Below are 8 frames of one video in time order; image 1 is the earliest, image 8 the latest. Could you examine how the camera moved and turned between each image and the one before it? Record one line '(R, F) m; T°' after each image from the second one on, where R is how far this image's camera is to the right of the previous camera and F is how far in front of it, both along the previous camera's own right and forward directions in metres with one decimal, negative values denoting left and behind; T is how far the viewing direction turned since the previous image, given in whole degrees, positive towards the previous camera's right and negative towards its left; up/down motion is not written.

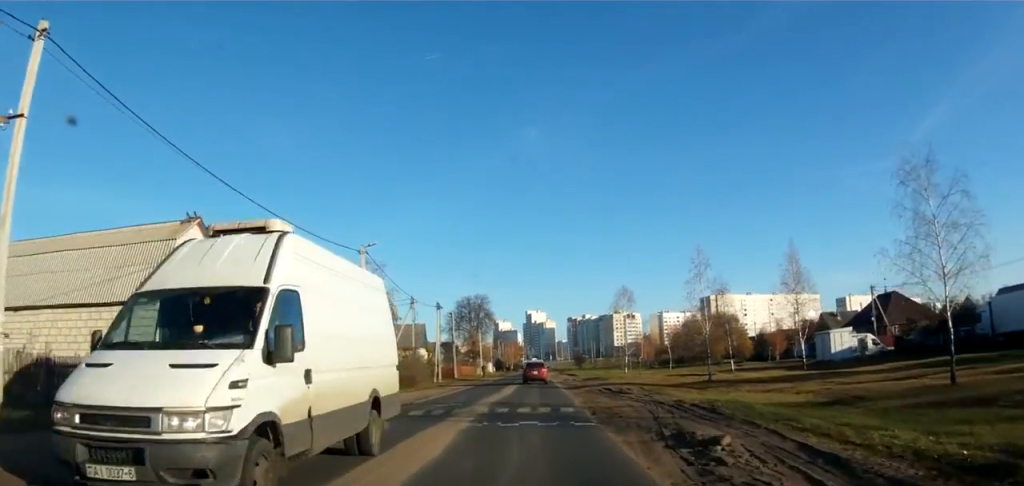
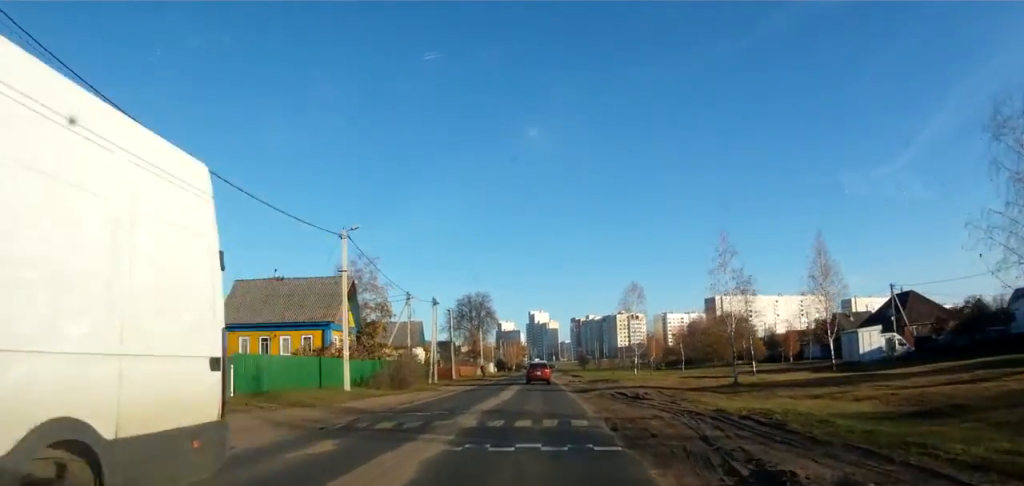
(0.0, +3.8) m; -1°
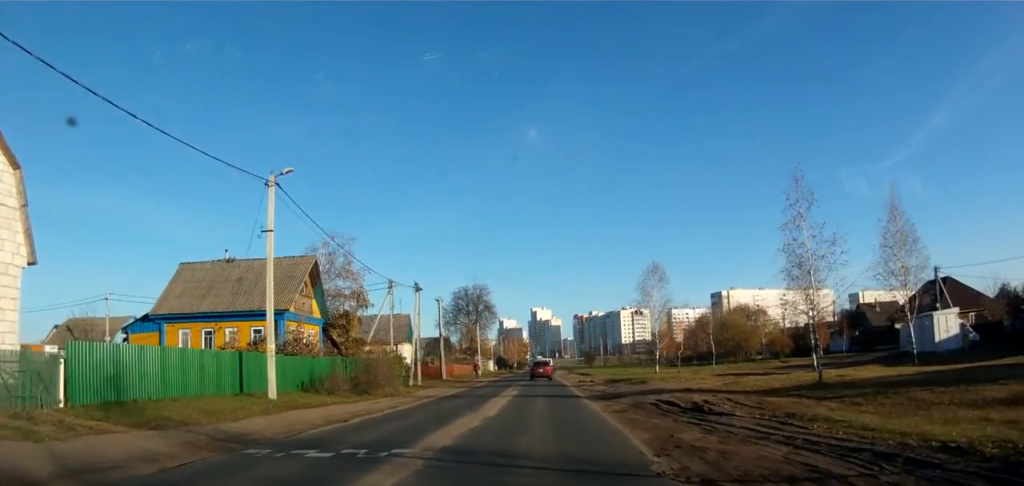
(0.0, +9.4) m; +3°
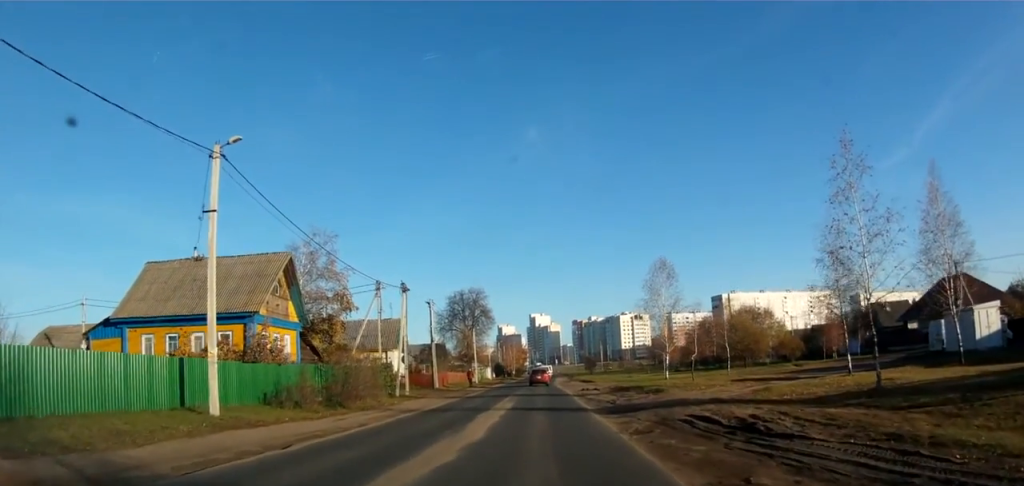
(+0.1, +5.0) m; -3°
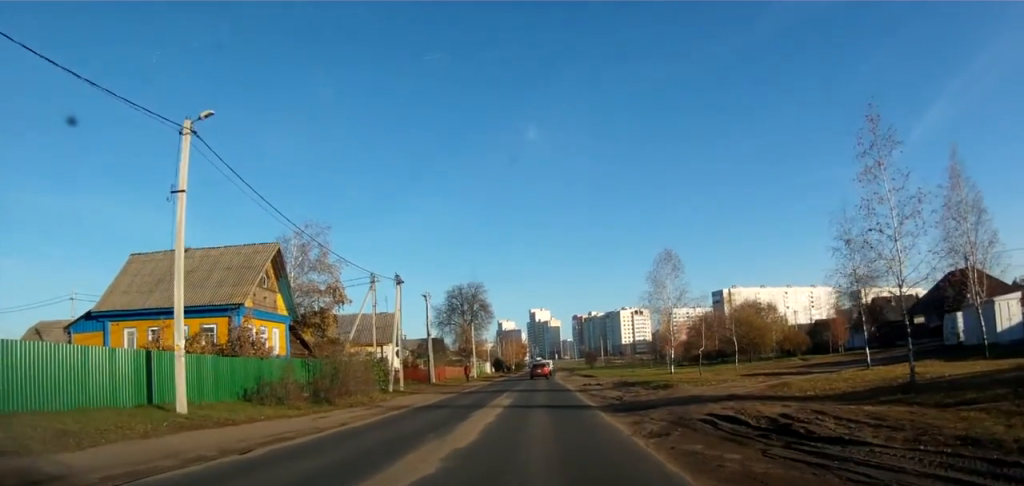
(0.0, +2.0) m; -4°
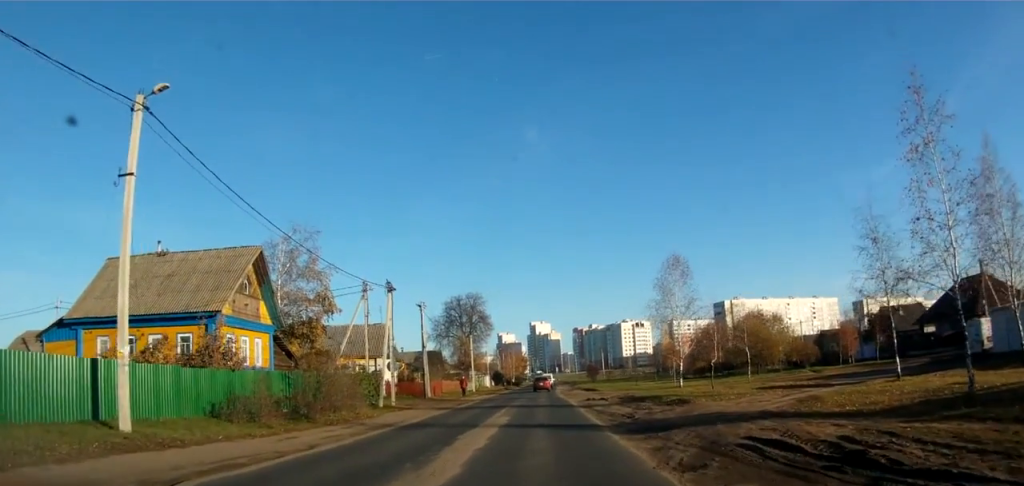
(-0.3, +2.6) m; 0°
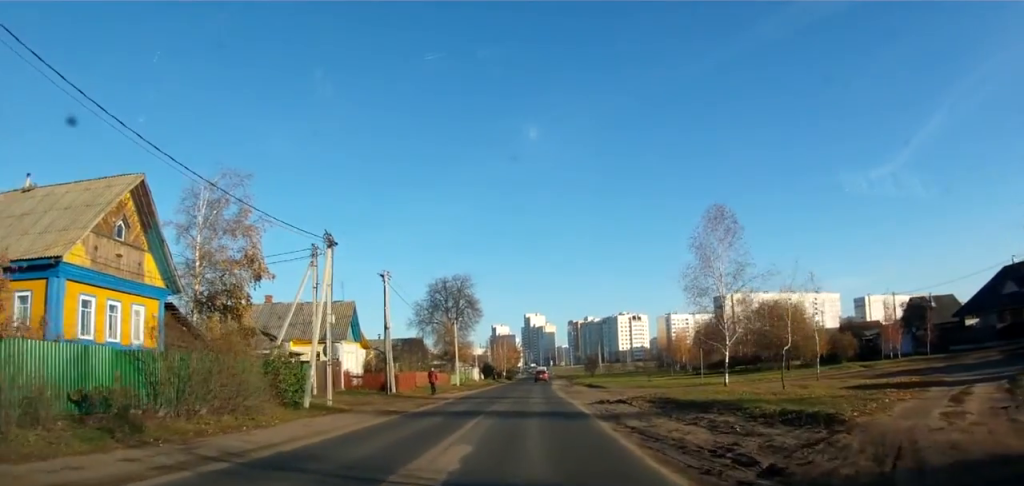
(+0.6, +10.6) m; +2°
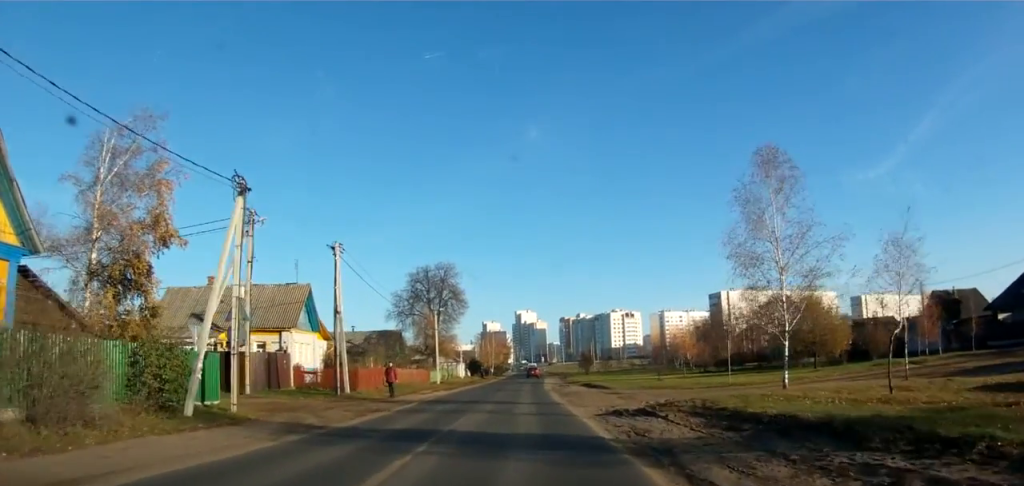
(0.0, +7.5) m; +3°
